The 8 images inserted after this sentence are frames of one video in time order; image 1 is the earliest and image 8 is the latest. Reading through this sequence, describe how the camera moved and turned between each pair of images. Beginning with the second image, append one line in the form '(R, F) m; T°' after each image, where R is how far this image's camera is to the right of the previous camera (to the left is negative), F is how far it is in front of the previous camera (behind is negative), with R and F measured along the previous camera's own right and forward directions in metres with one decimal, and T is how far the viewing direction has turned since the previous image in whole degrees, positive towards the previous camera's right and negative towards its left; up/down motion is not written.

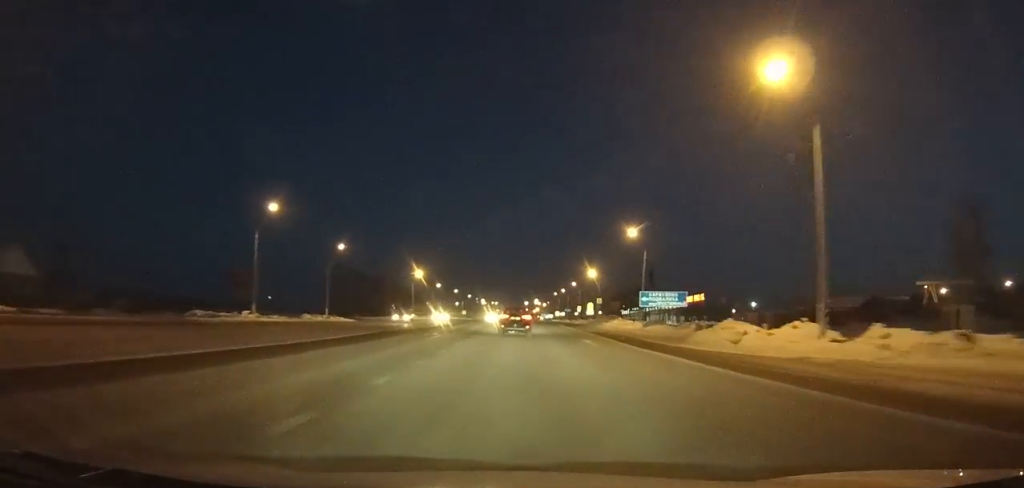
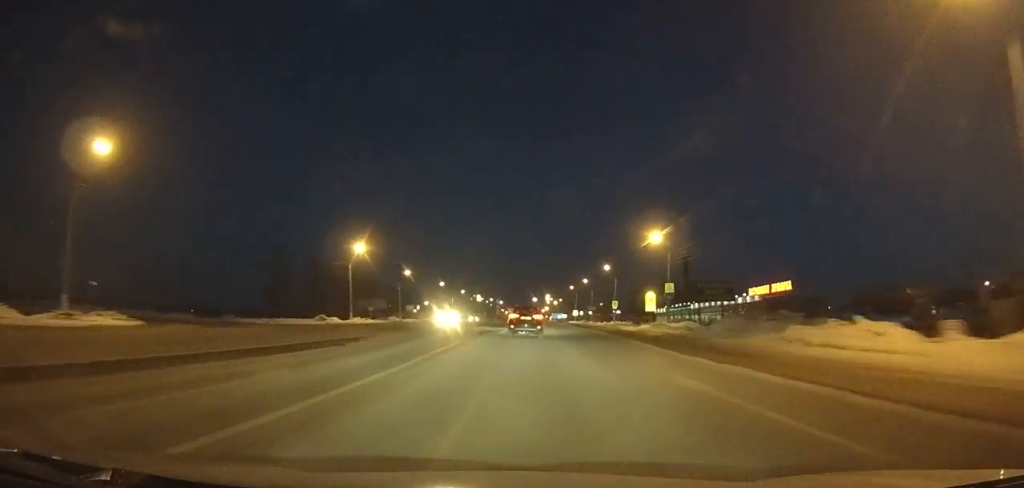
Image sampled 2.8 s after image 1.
(+0.2, +48.9) m; 0°
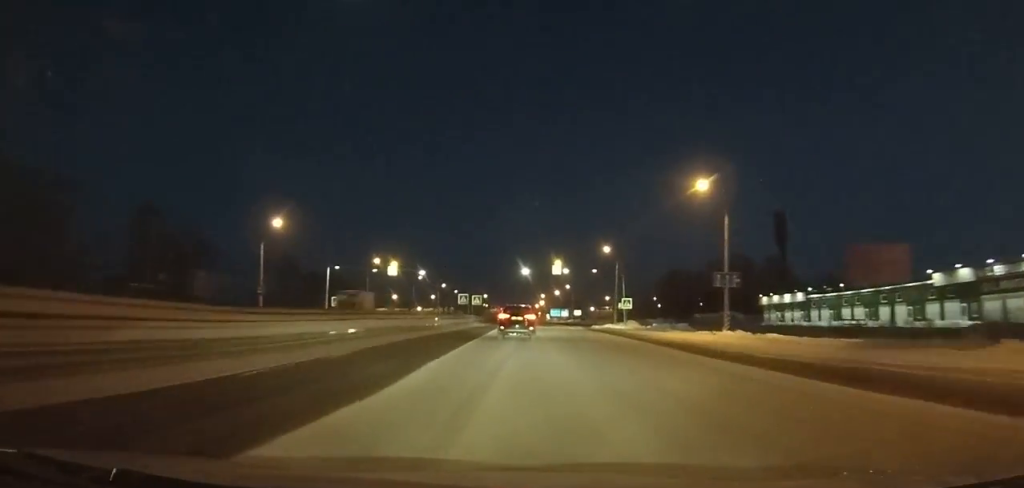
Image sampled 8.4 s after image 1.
(+0.5, +98.9) m; +1°
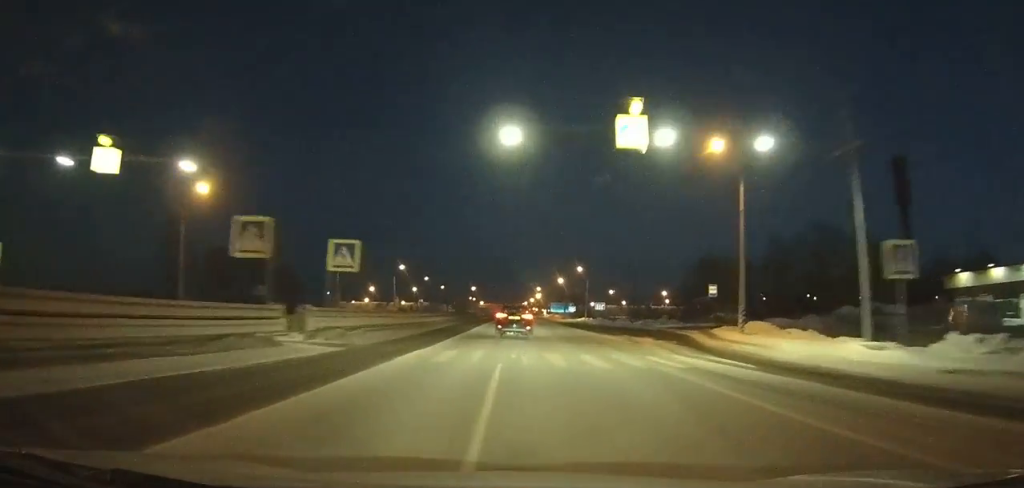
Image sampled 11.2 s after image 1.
(+0.1, +49.8) m; +1°
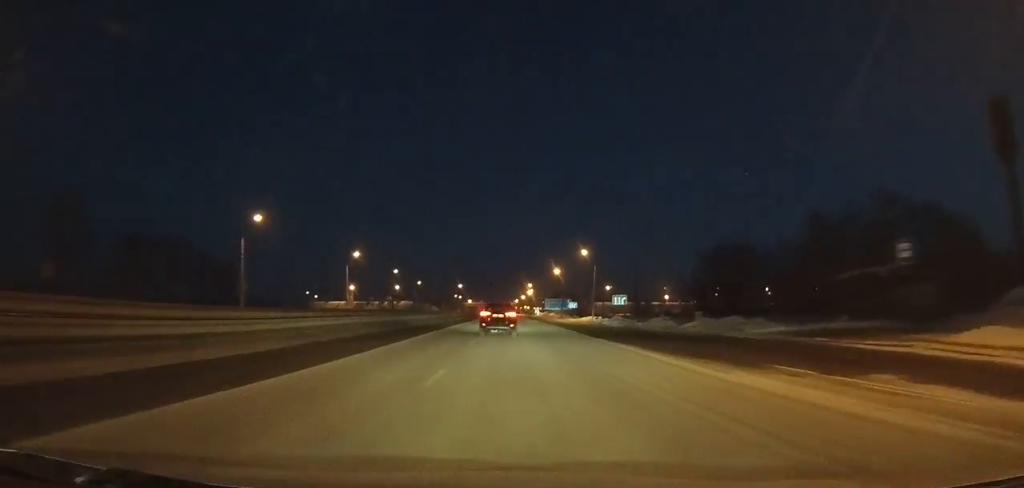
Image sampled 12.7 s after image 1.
(+0.1, +26.7) m; 0°
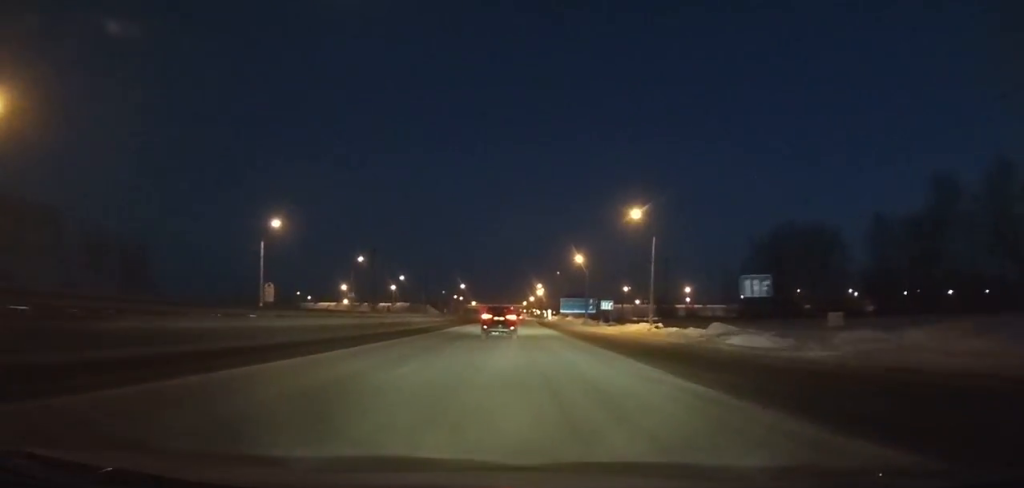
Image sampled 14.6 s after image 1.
(+0.2, +33.8) m; 0°
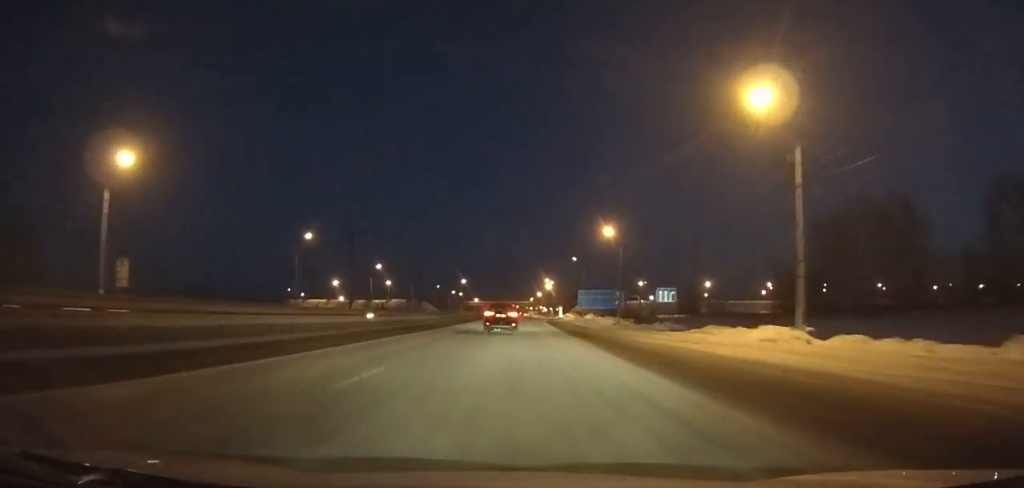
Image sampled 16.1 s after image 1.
(-0.3, +26.9) m; -1°
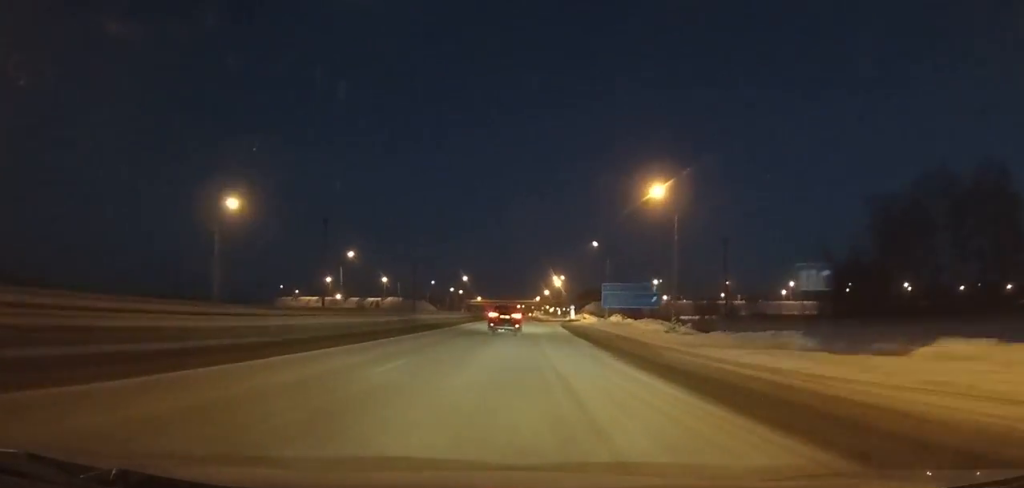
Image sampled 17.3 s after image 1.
(0.0, +21.5) m; 0°
